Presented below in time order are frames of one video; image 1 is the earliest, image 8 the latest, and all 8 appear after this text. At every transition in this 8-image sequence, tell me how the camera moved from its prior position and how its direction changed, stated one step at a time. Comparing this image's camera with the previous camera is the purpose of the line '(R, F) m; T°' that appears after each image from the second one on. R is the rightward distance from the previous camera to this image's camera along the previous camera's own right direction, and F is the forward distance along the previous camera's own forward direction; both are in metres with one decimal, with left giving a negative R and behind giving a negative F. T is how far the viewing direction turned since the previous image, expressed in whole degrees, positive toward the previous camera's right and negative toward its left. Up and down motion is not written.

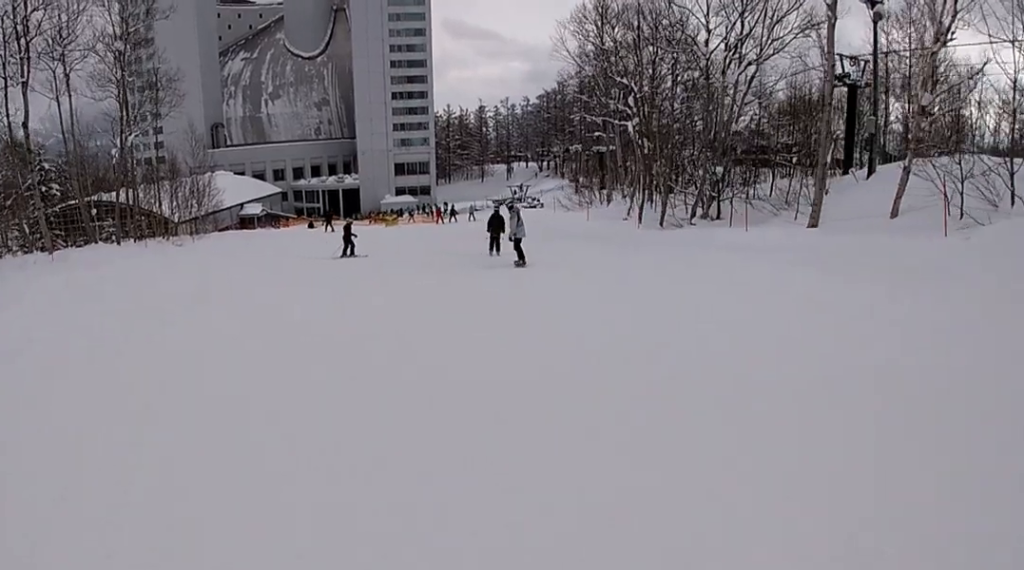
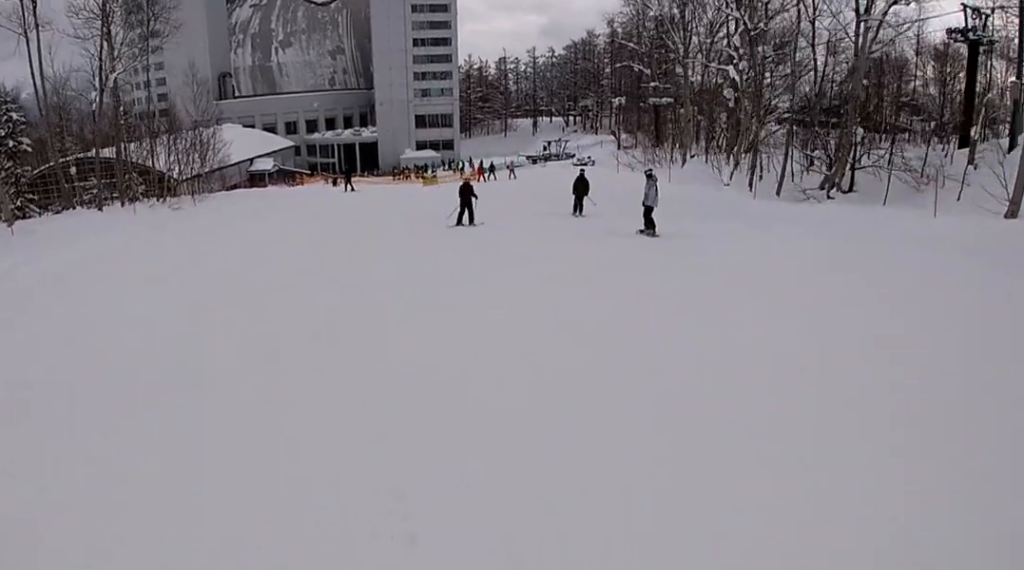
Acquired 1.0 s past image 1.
(+0.7, +7.3) m; +7°
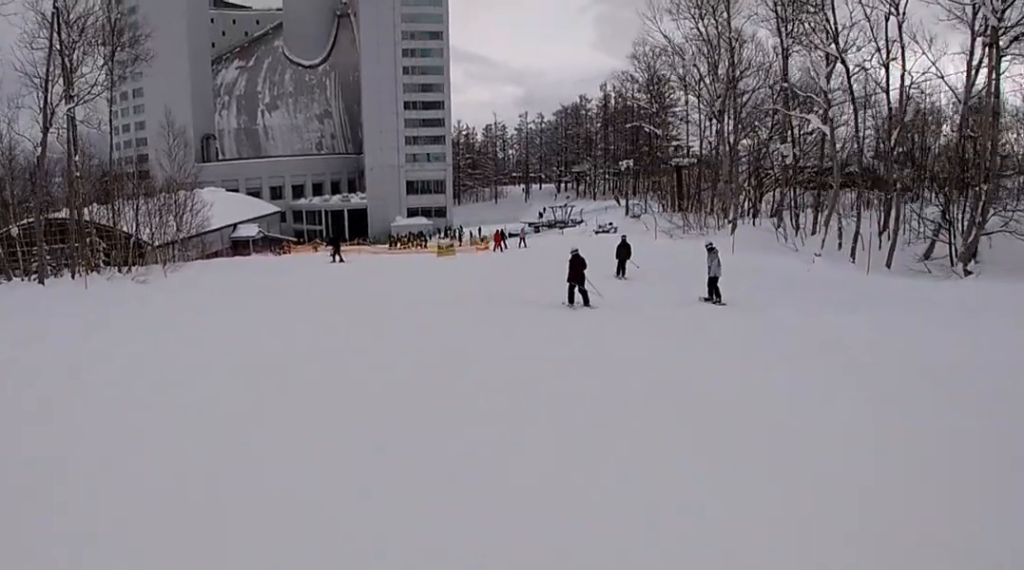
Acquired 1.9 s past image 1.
(+0.3, +7.2) m; -5°
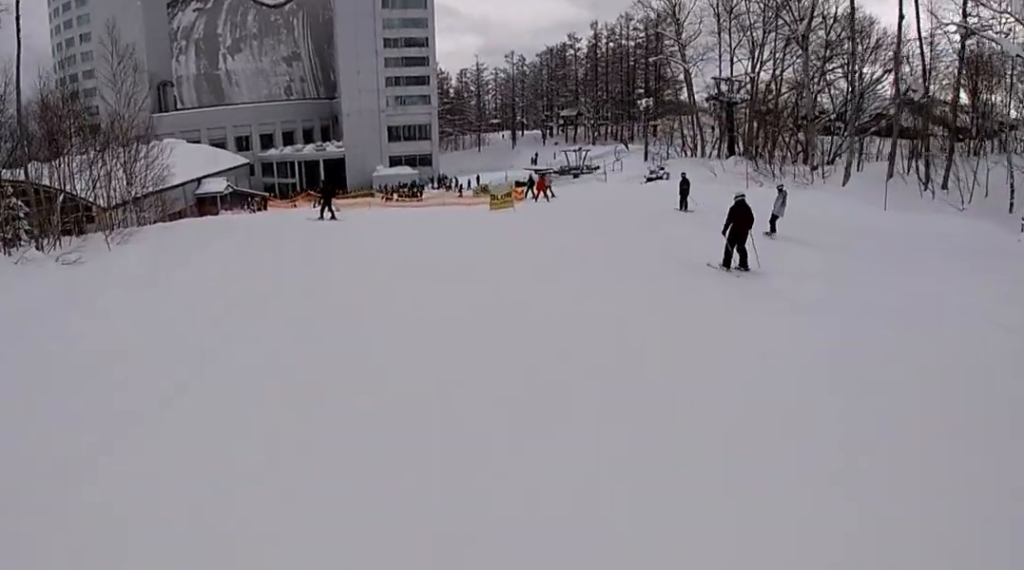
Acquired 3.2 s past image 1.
(-1.4, +10.1) m; -2°
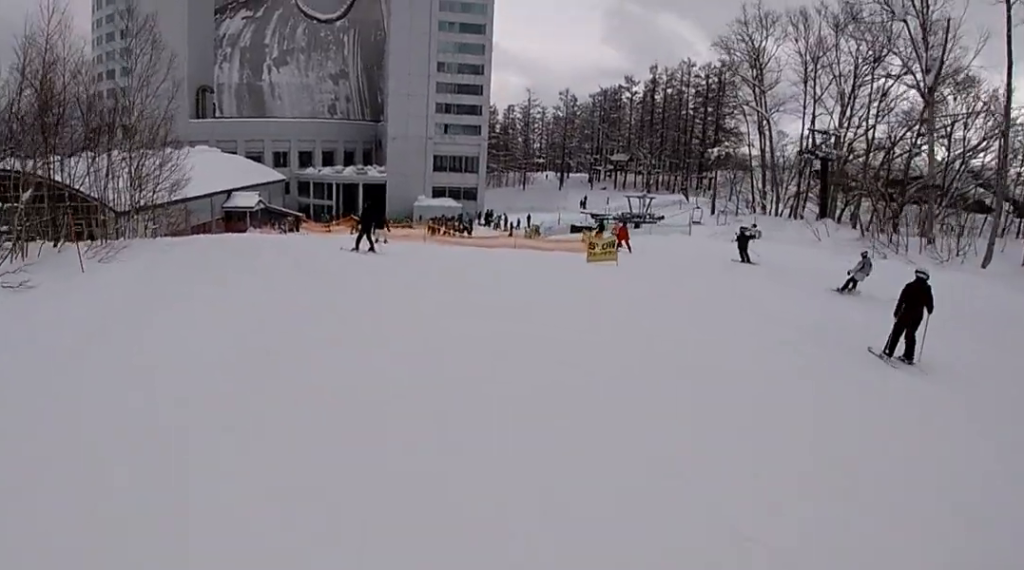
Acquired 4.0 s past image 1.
(+0.5, +6.1) m; +2°
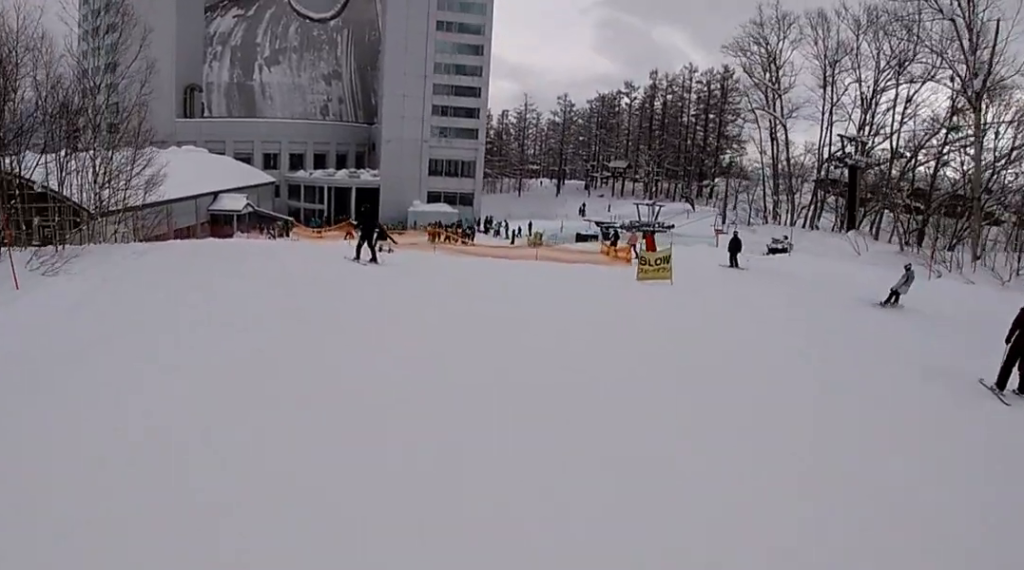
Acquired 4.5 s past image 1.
(+0.5, +3.6) m; 0°
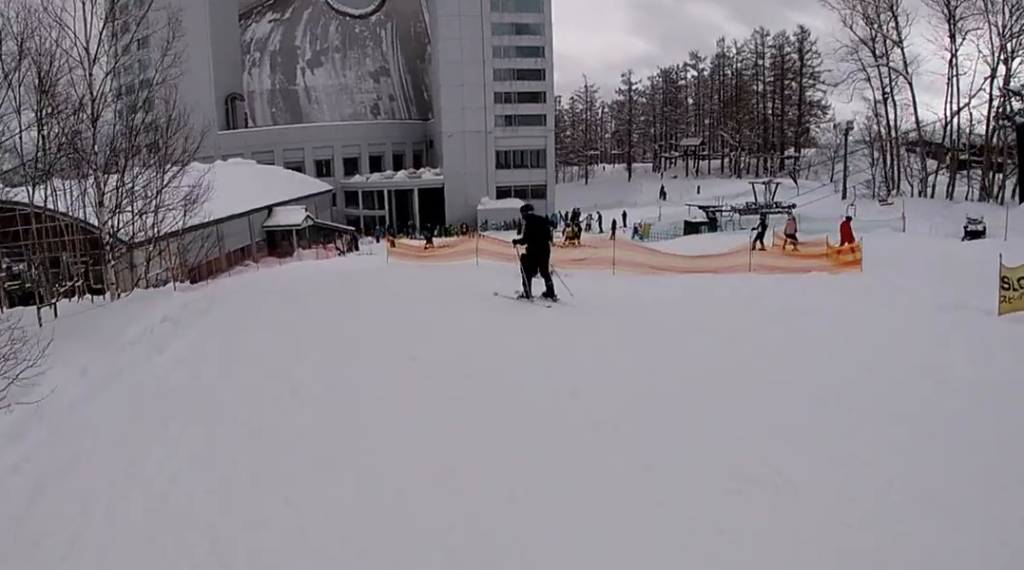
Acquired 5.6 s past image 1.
(-1.2, +8.3) m; -8°
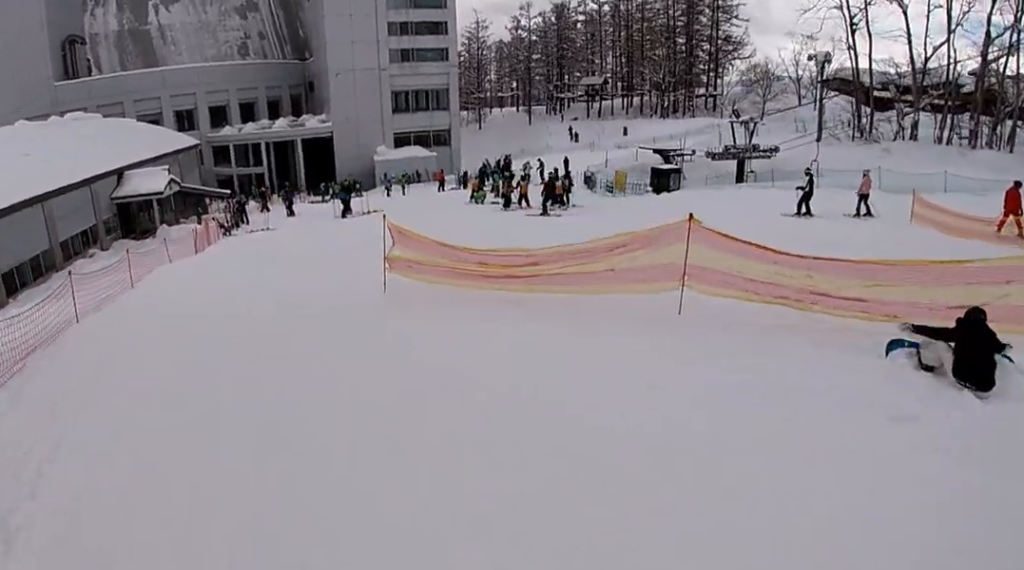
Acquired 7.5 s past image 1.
(+2.9, +12.8) m; +20°
